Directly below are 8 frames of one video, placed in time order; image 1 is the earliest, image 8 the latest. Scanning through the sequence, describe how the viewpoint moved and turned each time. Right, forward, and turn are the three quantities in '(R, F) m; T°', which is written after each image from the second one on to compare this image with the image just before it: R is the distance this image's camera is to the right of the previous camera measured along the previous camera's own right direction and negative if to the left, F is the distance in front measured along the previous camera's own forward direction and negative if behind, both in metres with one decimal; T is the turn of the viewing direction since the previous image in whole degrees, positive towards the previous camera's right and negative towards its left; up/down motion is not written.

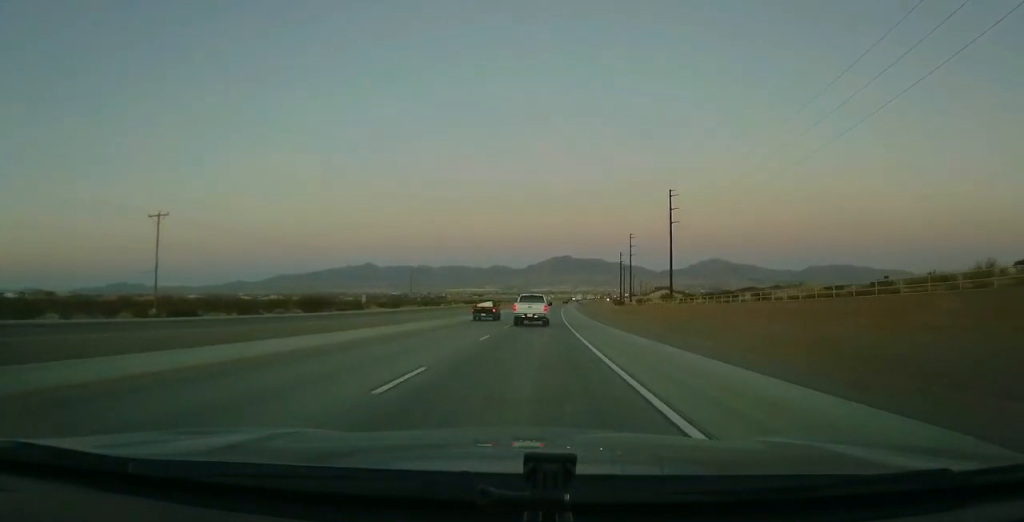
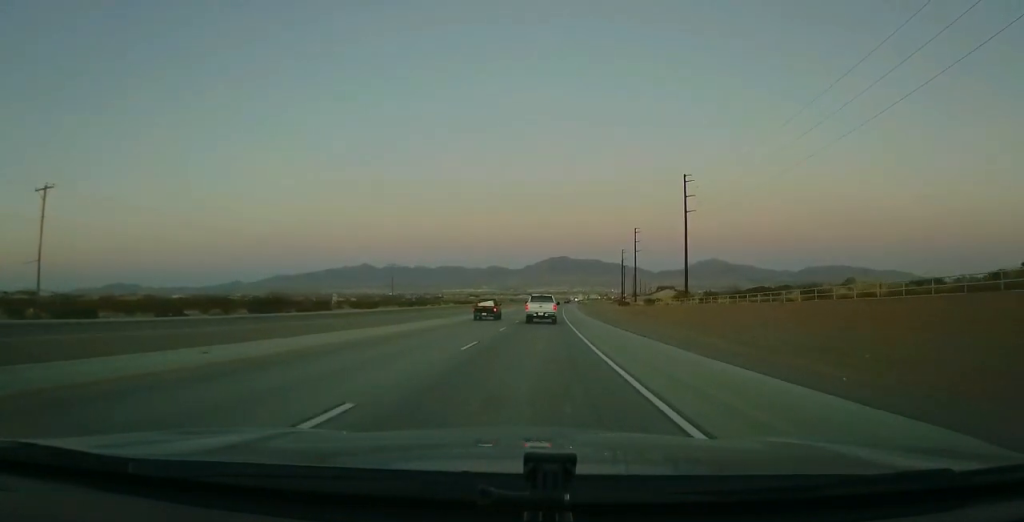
(+0.1, +16.3) m; +1°
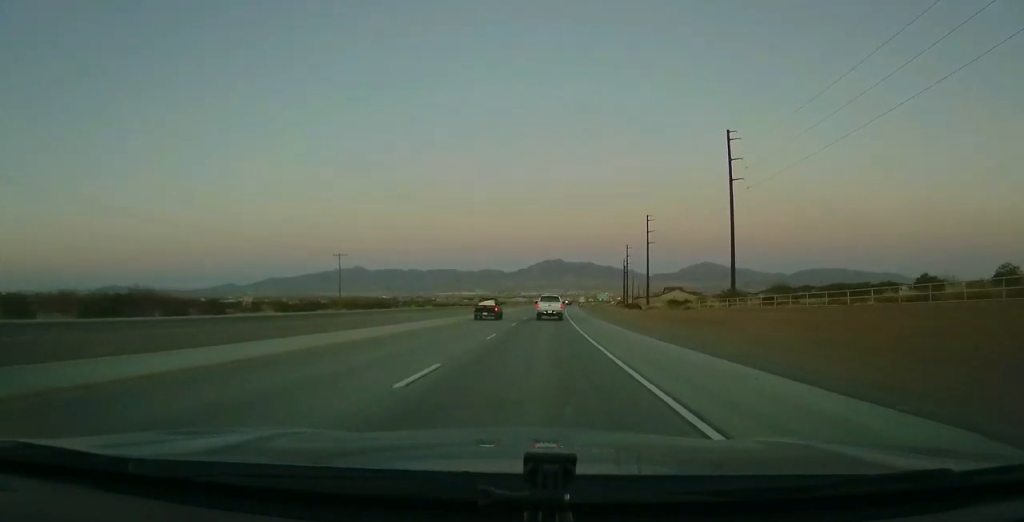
(+0.3, +31.7) m; +2°
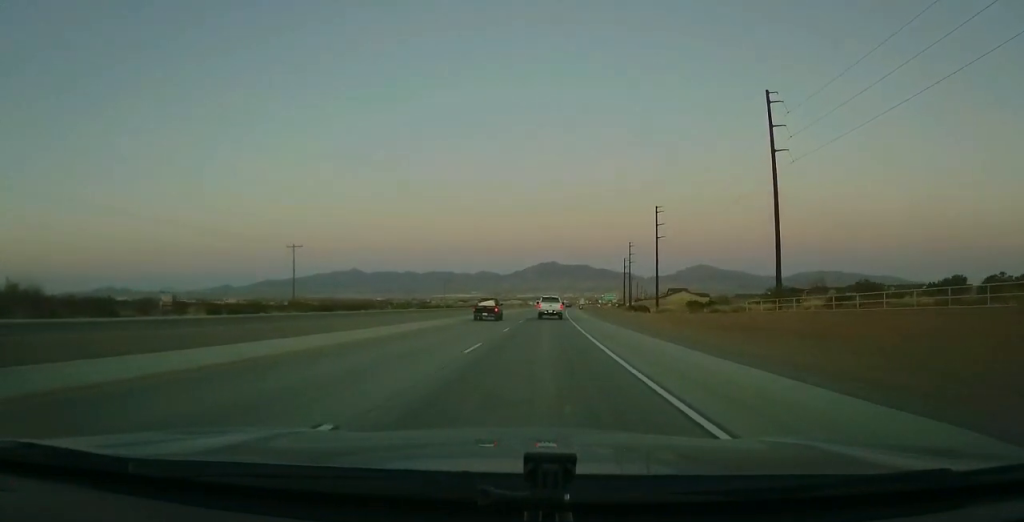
(+0.2, +18.0) m; +1°
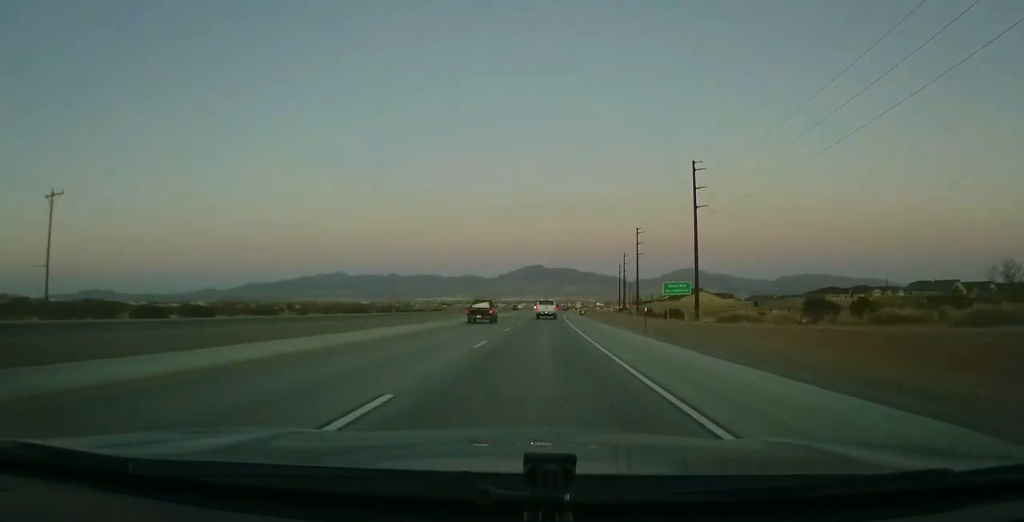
(+0.2, +45.9) m; -1°
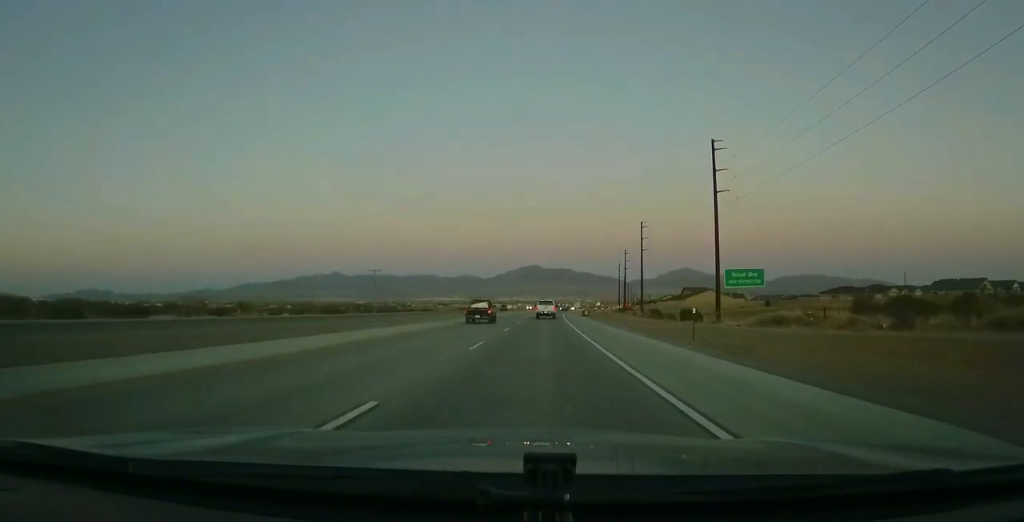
(-0.3, +12.7) m; +1°
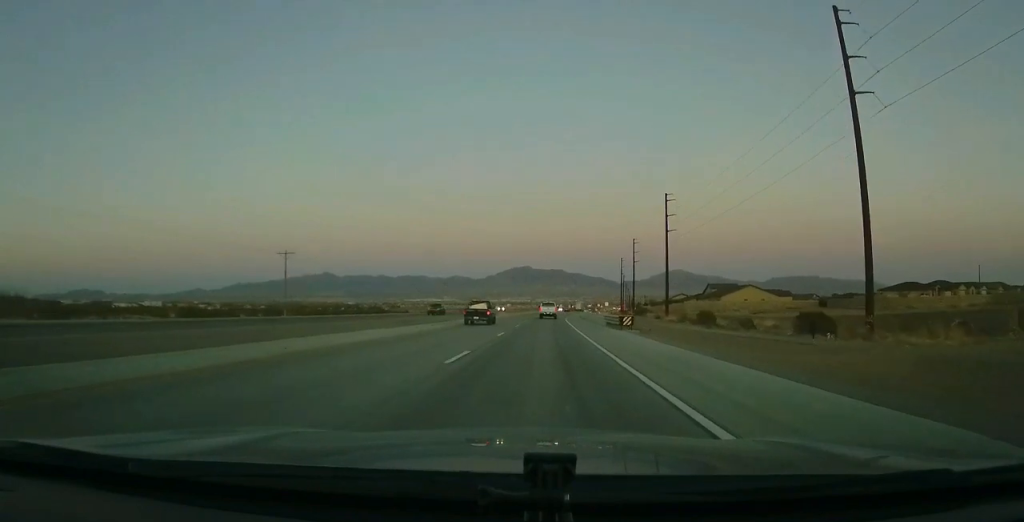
(+1.1, +39.9) m; +2°
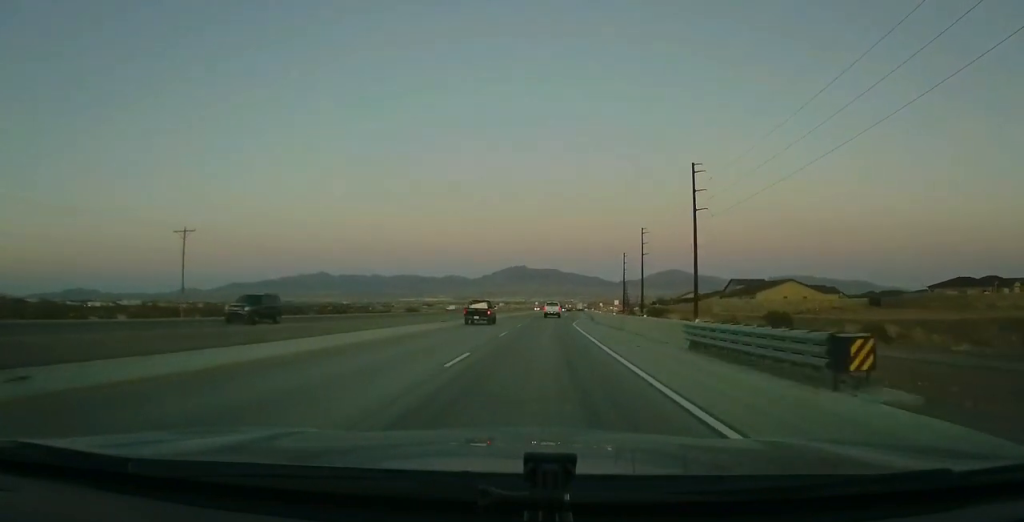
(-0.2, +24.7) m; 0°
